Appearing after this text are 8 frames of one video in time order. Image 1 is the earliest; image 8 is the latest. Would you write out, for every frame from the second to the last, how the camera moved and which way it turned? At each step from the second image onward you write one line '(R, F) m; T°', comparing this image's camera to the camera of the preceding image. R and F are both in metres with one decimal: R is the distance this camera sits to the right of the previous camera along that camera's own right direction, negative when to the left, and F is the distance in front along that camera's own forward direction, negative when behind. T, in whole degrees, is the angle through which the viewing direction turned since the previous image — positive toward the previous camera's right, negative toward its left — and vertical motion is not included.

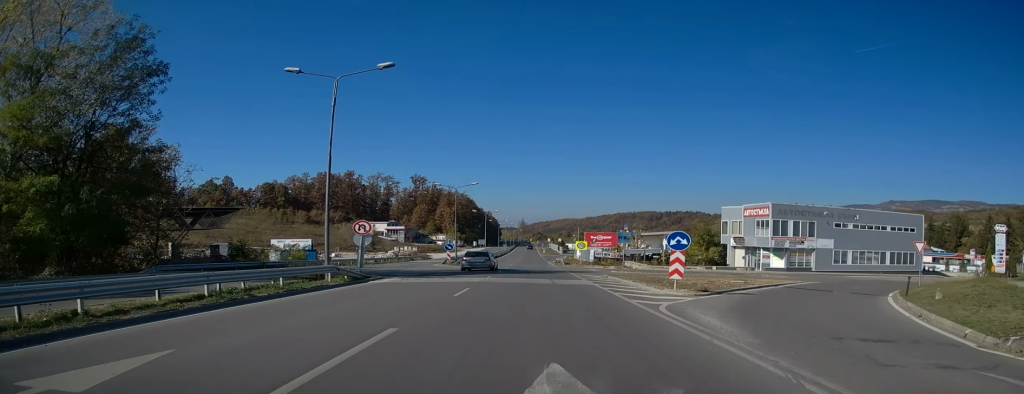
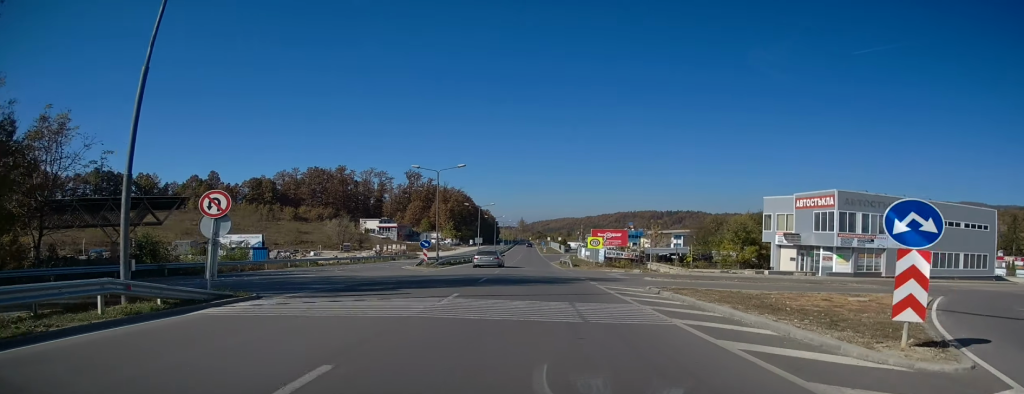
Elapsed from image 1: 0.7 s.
(+0.1, +11.0) m; +1°
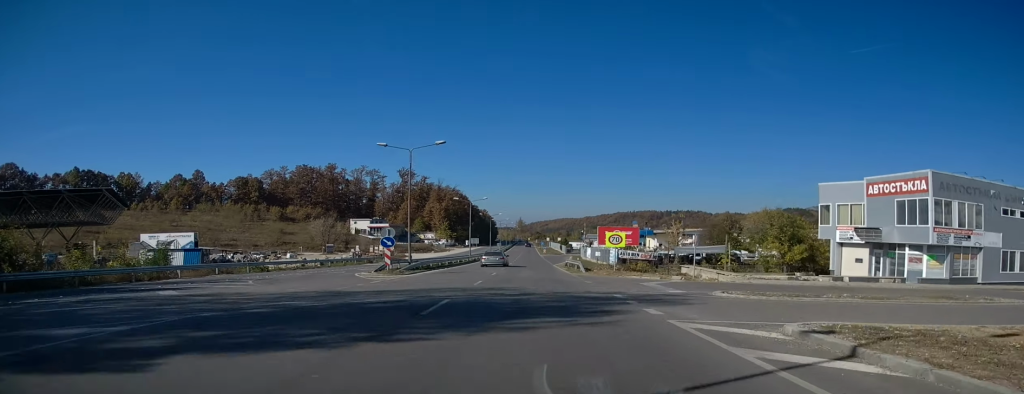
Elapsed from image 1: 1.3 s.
(+0.2, +10.1) m; +1°
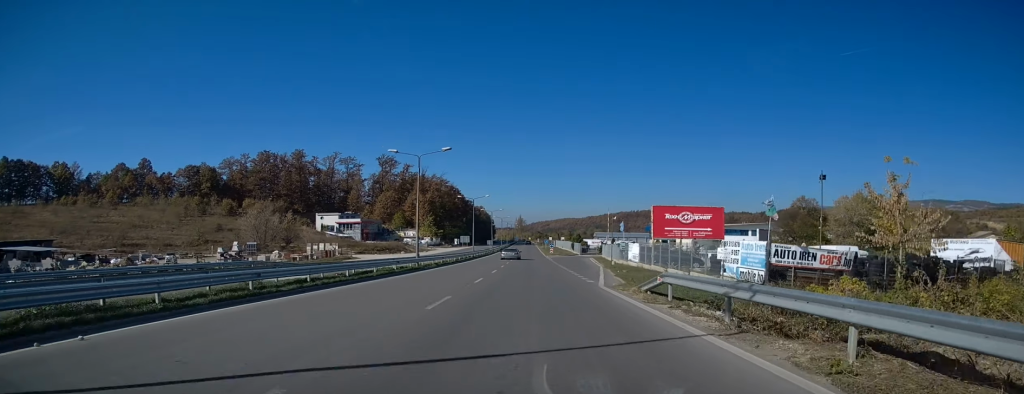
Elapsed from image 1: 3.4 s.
(-0.2, +34.8) m; -1°
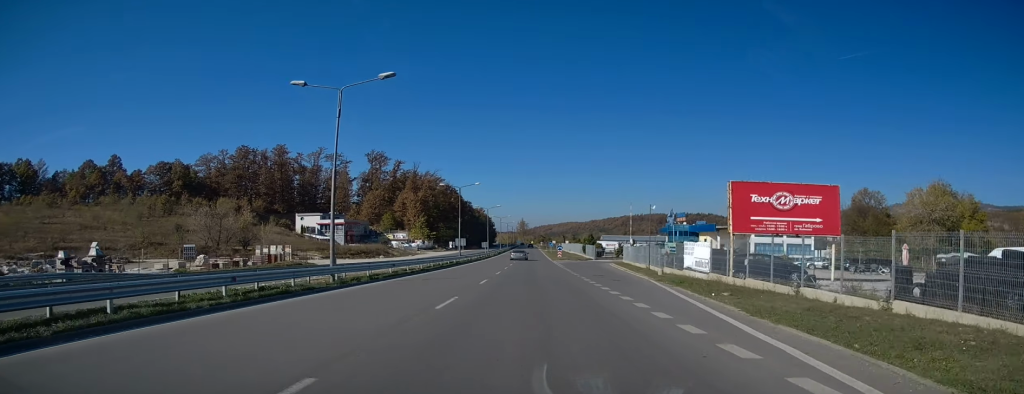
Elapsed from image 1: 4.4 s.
(-0.2, +16.7) m; 0°
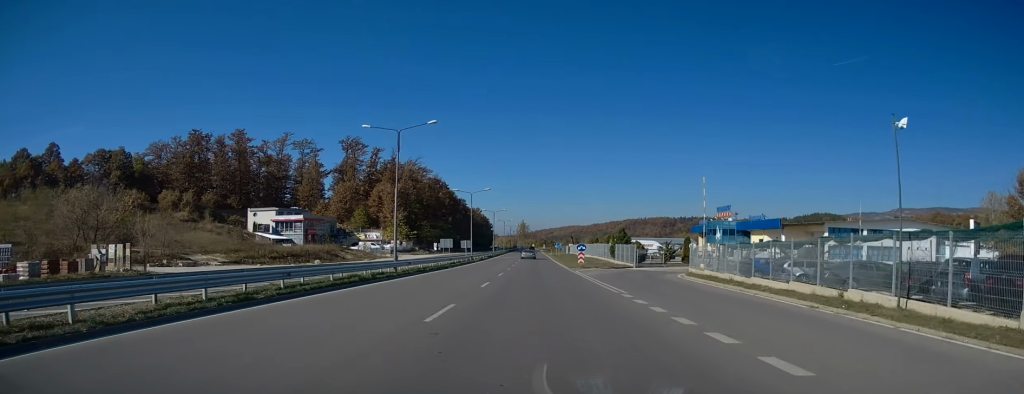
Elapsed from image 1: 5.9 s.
(+0.1, +27.5) m; 0°
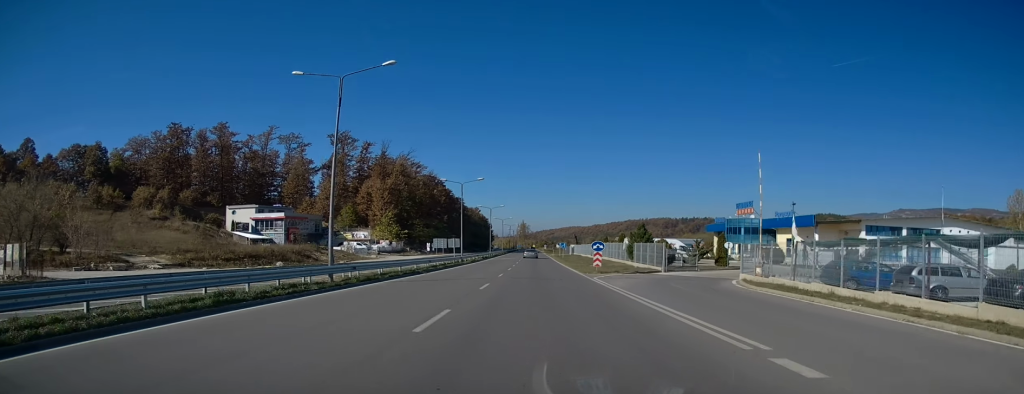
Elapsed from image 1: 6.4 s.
(-0.1, +9.6) m; 0°
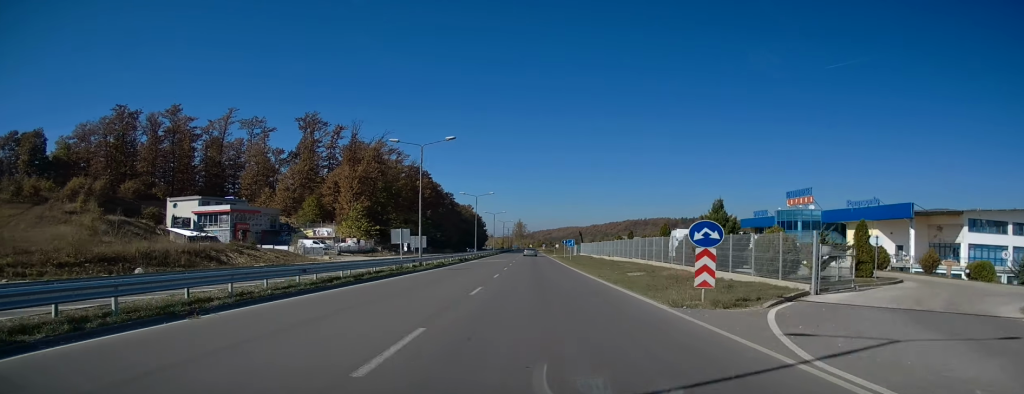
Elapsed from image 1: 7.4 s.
(+0.1, +20.0) m; 0°
